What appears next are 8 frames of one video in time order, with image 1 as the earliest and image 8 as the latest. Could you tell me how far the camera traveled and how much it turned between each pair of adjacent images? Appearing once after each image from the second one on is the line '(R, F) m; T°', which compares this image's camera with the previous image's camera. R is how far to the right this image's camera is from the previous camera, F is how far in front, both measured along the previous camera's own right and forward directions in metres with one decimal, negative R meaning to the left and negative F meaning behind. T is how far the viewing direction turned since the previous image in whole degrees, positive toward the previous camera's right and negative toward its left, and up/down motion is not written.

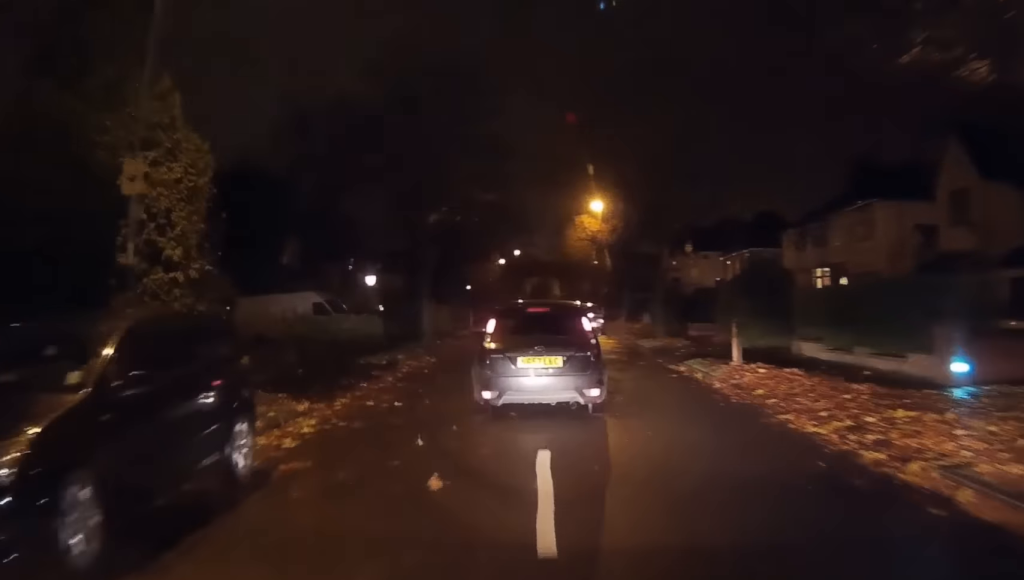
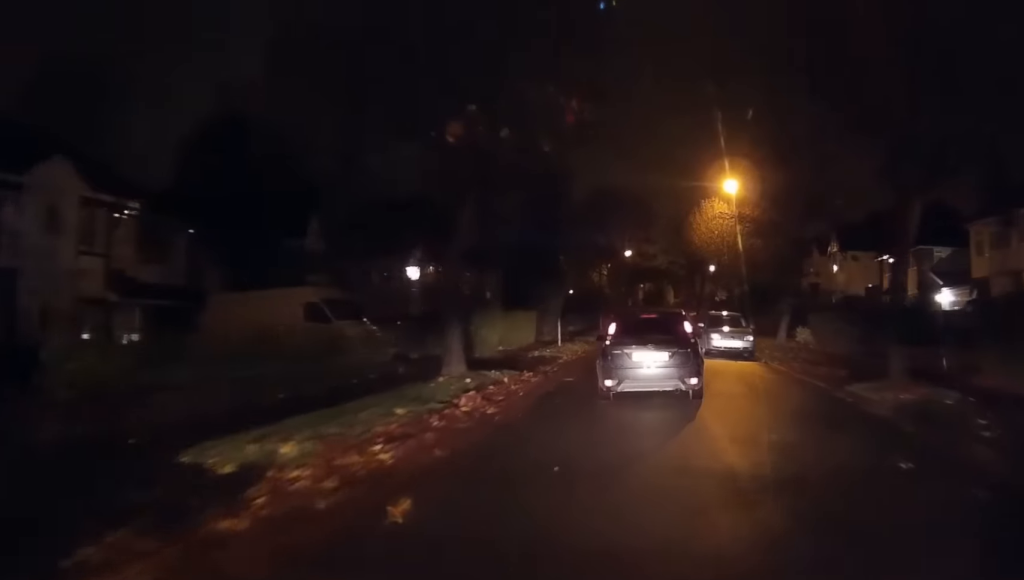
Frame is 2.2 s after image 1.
(-0.3, +13.4) m; -2°
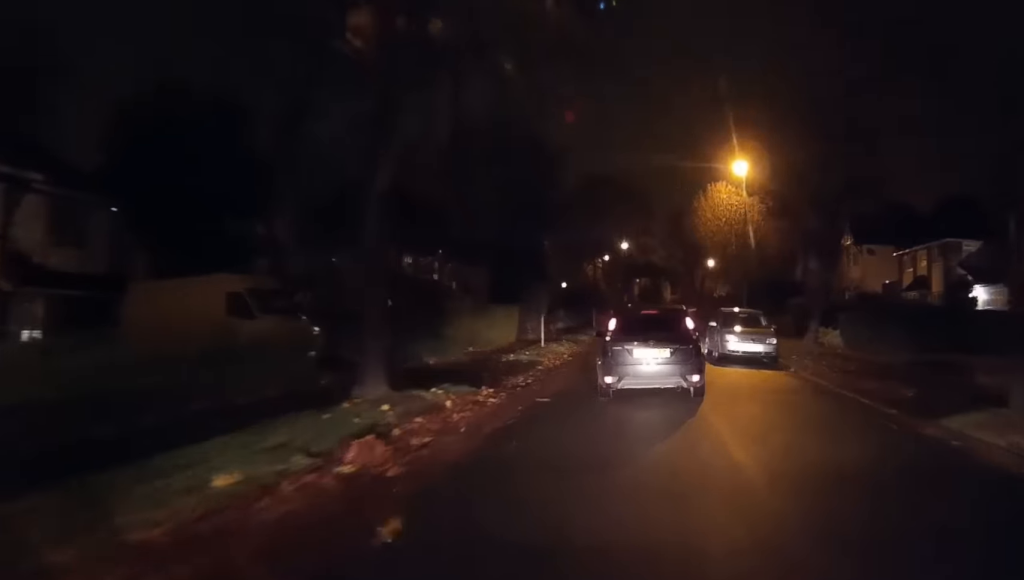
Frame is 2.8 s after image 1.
(0.0, +4.9) m; 0°
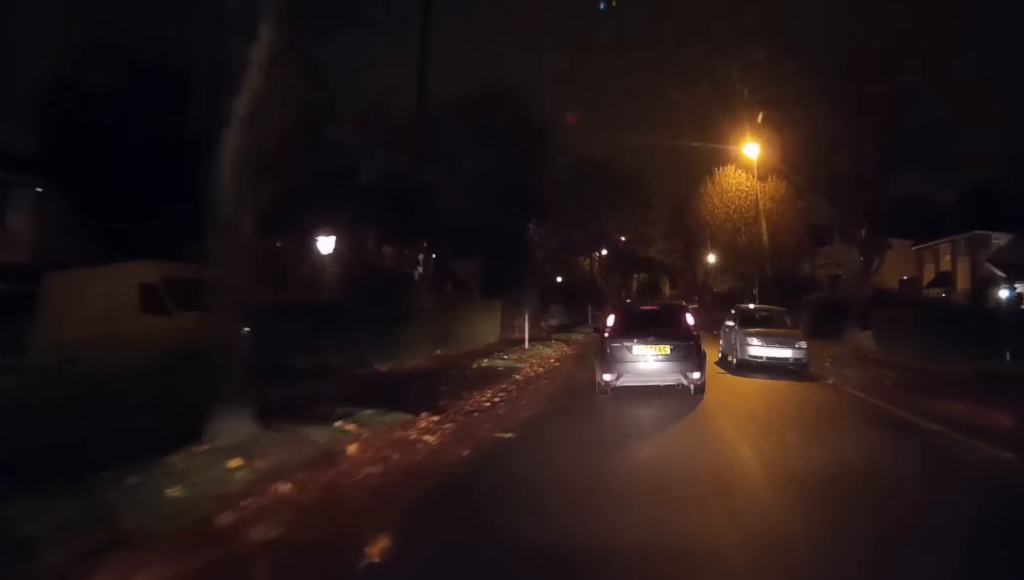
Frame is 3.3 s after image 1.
(0.0, +3.8) m; 0°
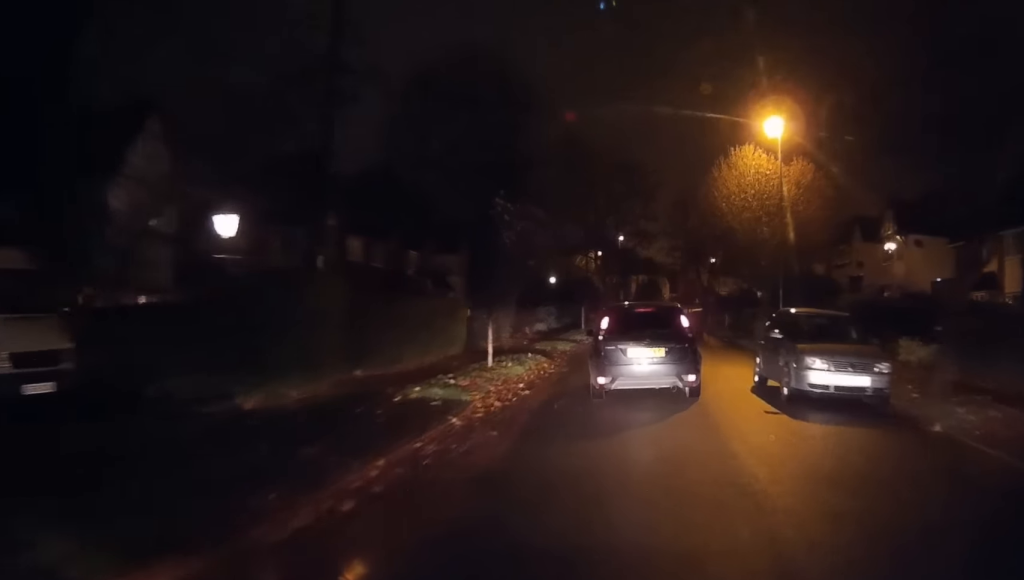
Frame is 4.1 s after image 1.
(0.0, +5.7) m; 0°
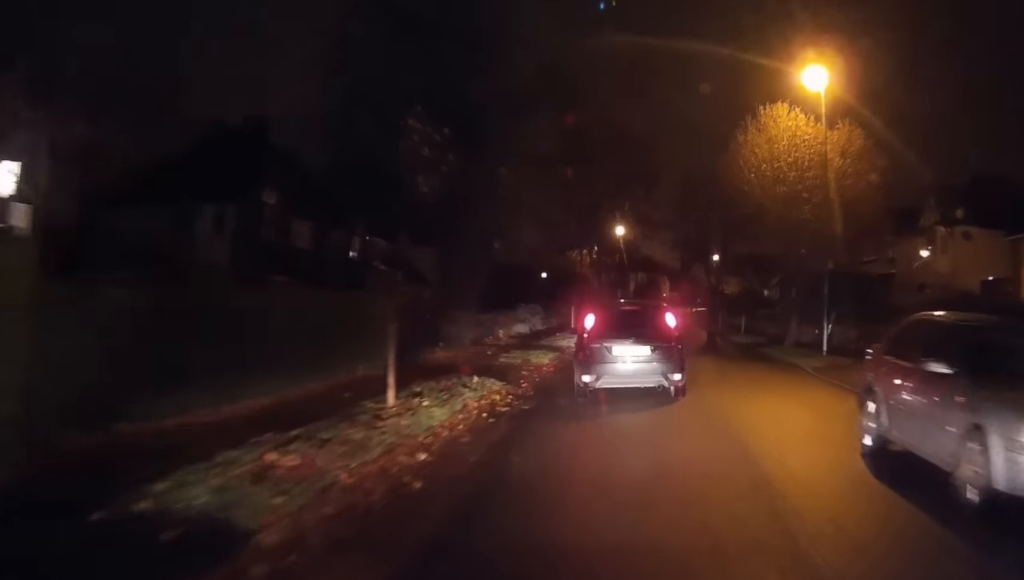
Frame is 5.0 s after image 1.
(+0.1, +6.7) m; +1°
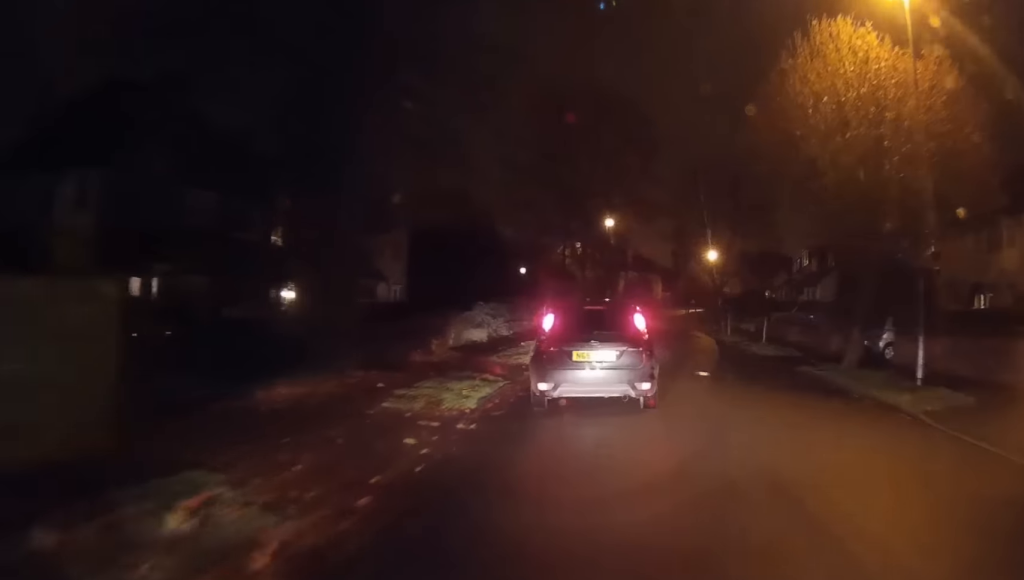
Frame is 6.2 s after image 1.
(0.0, +8.0) m; 0°
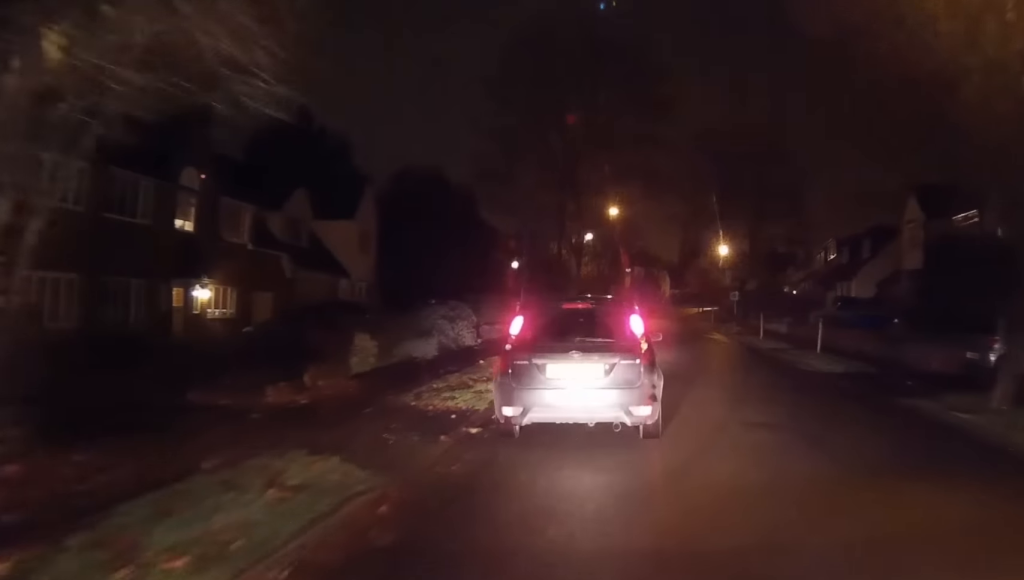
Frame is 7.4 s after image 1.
(0.0, +6.7) m; -1°
